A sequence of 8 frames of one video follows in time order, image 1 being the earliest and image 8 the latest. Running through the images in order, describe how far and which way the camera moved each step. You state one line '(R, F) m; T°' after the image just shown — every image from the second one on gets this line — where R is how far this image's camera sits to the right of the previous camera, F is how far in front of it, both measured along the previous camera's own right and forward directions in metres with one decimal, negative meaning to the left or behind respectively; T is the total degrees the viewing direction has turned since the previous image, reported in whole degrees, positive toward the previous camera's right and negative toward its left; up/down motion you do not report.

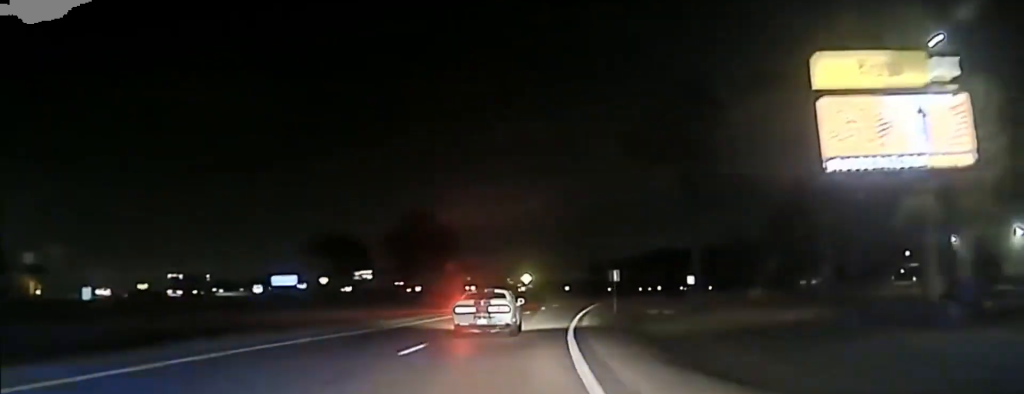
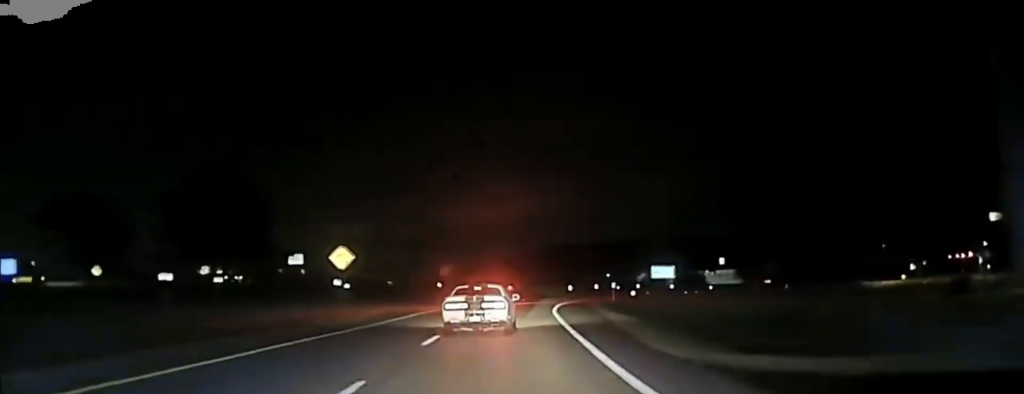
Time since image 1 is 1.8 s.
(+5.3, +68.7) m; +7°
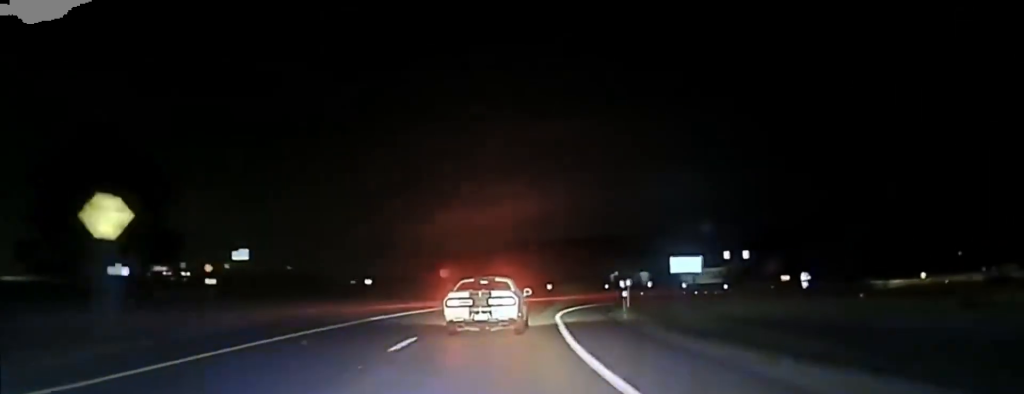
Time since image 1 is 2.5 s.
(+0.7, +27.3) m; +3°
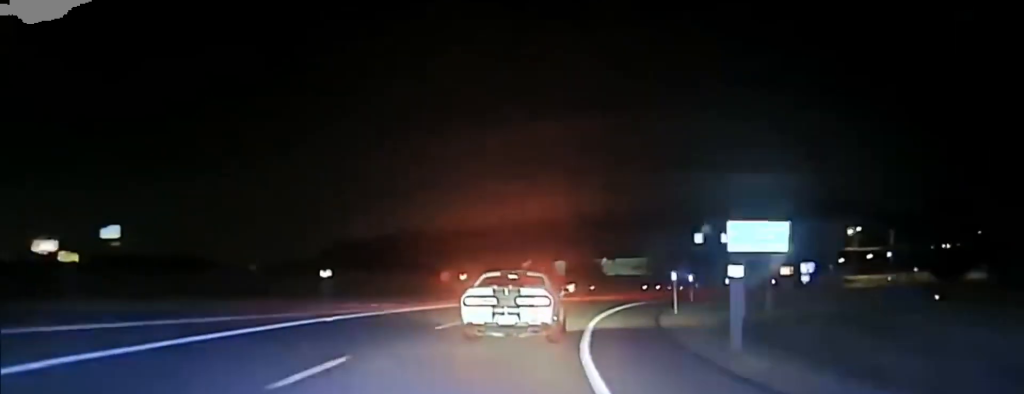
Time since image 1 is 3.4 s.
(+1.3, +36.4) m; +6°
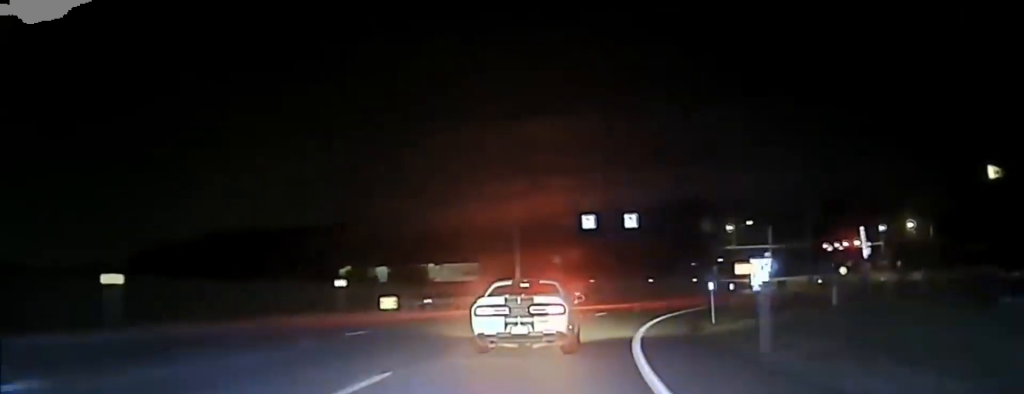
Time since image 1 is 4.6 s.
(+3.1, +39.2) m; +11°
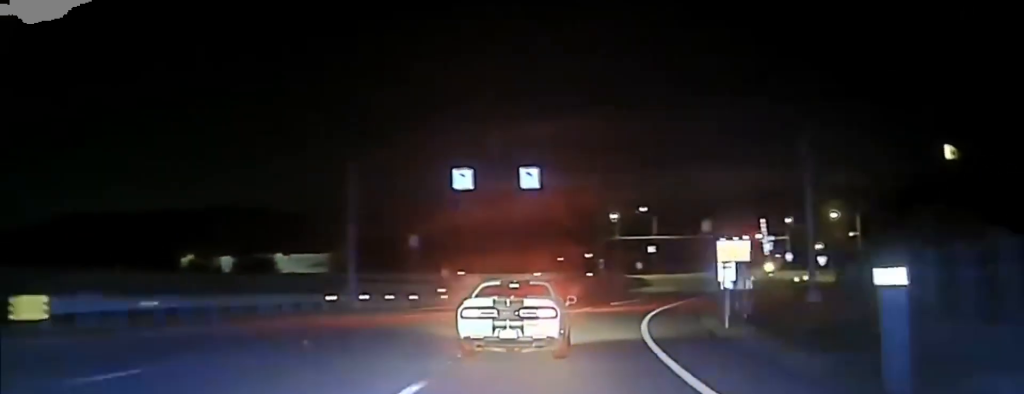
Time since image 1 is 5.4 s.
(+2.3, +25.0) m; +10°
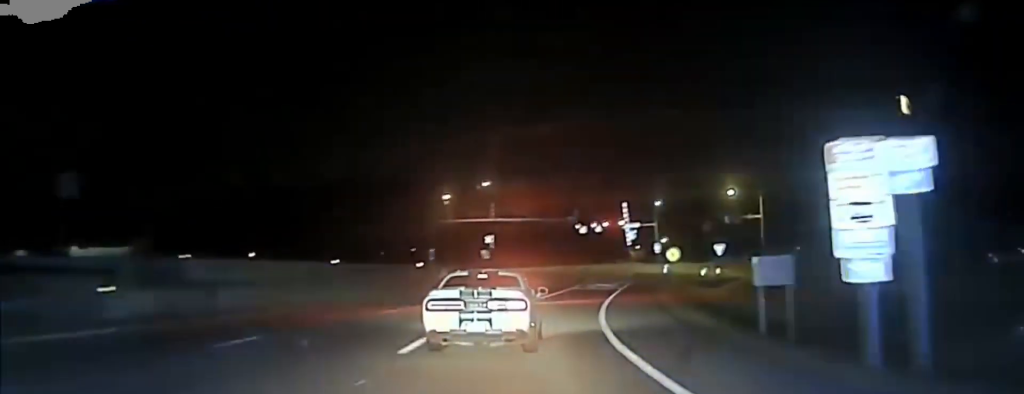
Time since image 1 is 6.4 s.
(+2.7, +27.4) m; +10°
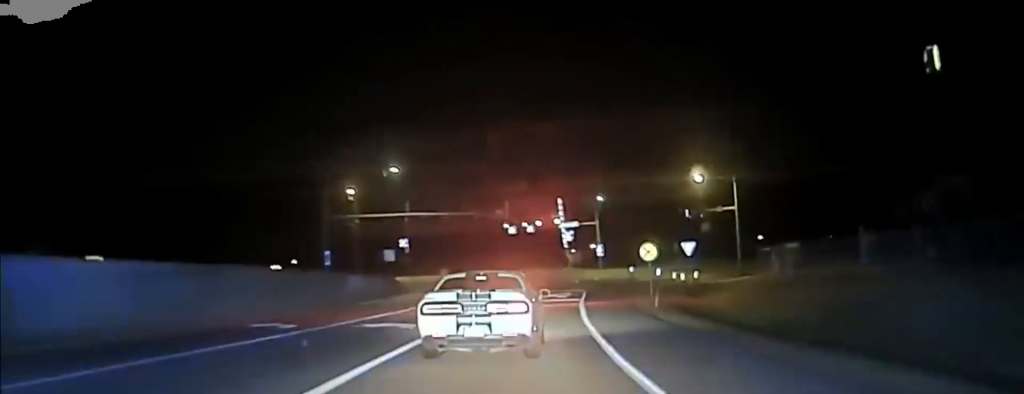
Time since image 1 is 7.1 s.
(+1.2, +20.2) m; +5°
